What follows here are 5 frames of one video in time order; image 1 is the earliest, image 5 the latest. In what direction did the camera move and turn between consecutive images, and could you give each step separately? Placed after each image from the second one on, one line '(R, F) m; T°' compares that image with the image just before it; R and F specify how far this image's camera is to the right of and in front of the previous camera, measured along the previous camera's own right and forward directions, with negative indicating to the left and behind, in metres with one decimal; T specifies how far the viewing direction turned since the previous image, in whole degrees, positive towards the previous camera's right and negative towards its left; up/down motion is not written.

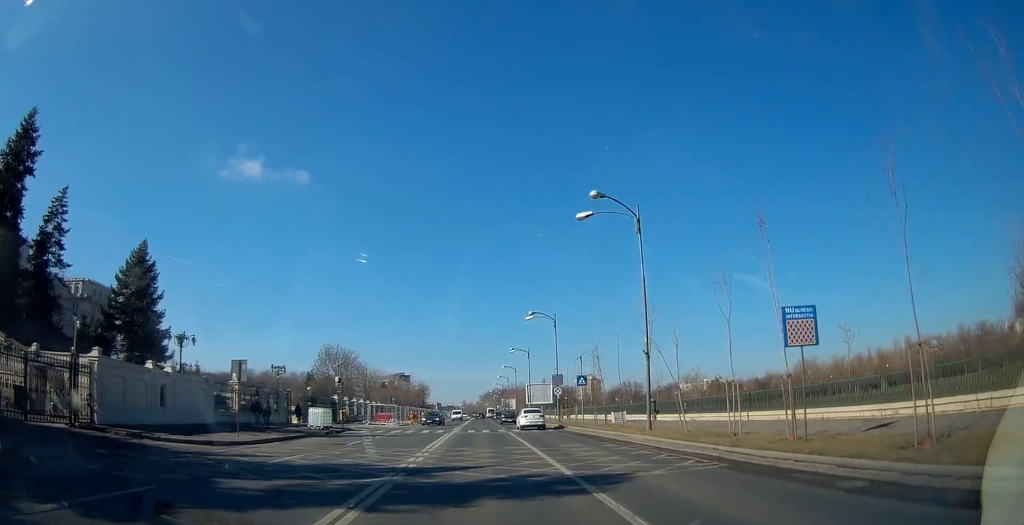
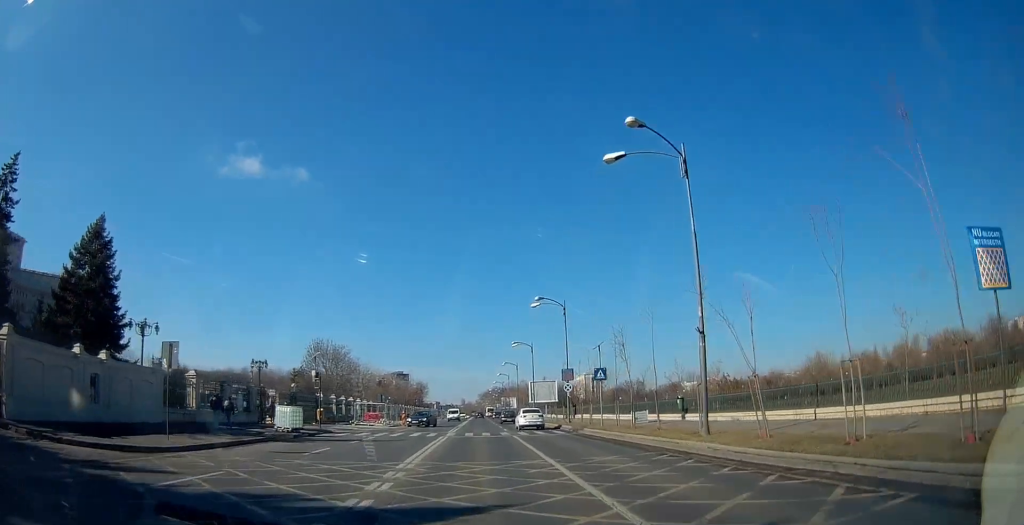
(-0.1, +6.2) m; +1°
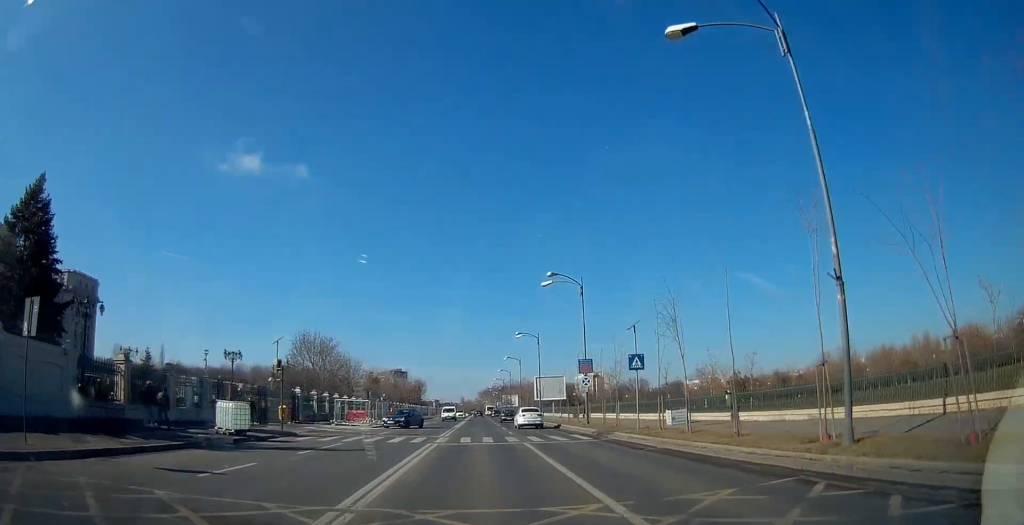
(+0.1, +7.4) m; +1°
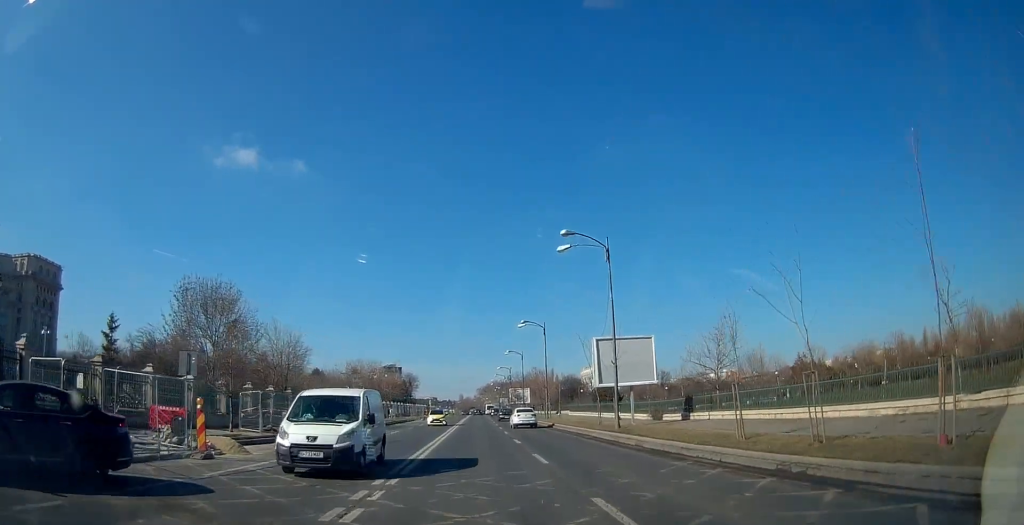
(+0.2, +33.9) m; -2°
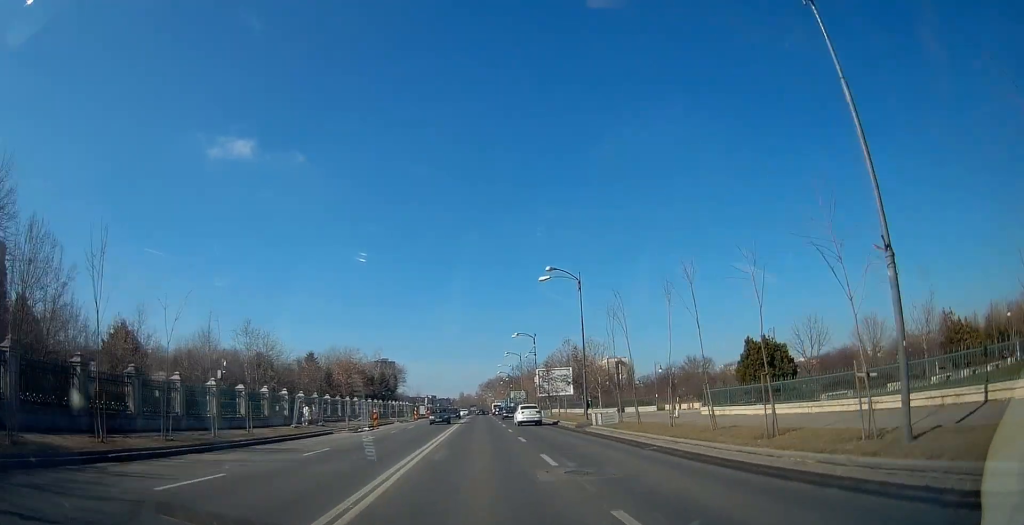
(+0.4, +46.1) m; +1°
